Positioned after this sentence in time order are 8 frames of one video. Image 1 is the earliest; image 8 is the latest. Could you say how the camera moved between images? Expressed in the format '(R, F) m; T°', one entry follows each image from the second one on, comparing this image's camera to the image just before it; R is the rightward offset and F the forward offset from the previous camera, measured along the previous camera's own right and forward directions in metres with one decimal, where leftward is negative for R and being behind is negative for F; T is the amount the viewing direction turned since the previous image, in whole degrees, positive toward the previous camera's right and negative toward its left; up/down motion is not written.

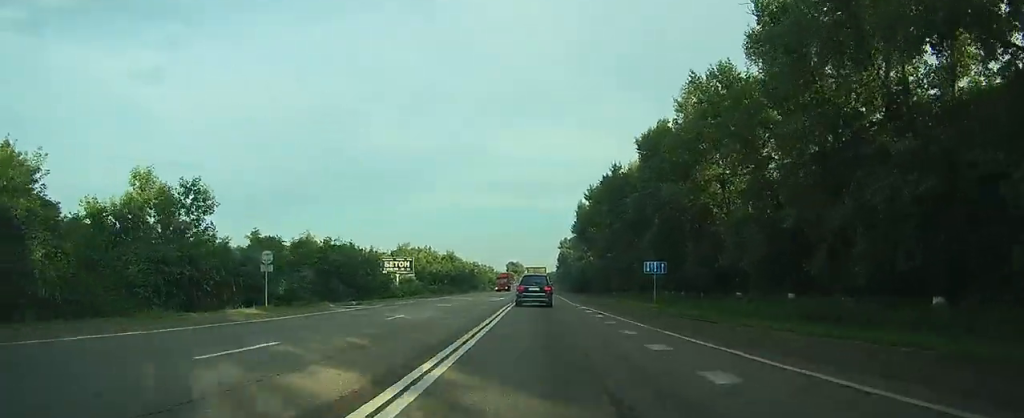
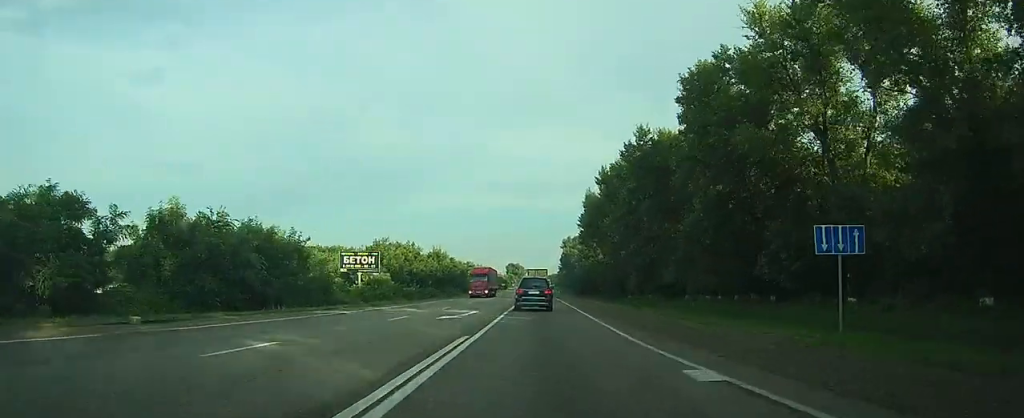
(0.0, +24.8) m; 0°
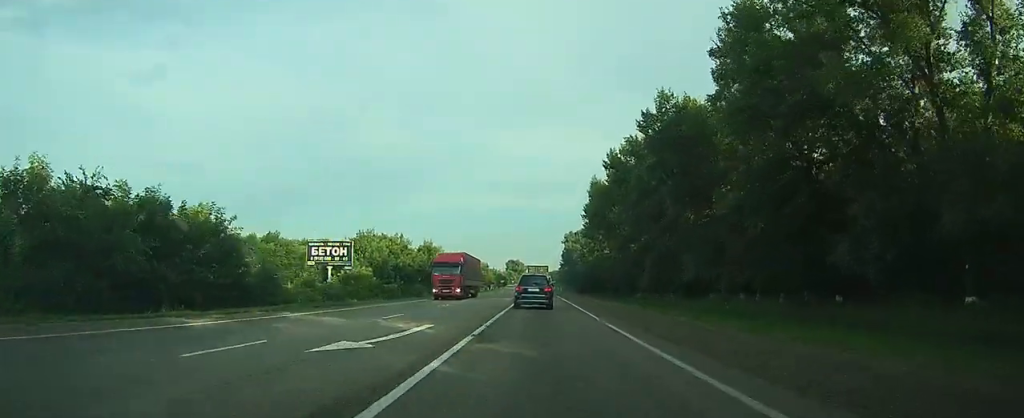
(0.0, +12.9) m; 0°
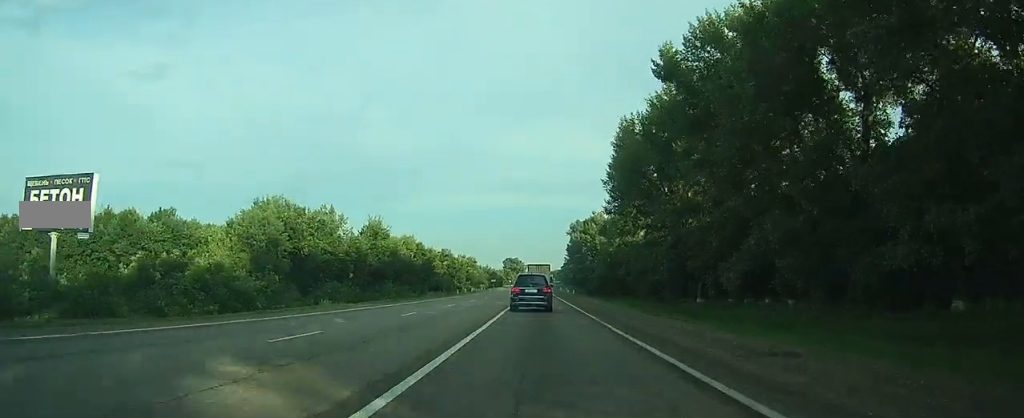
(0.0, +45.4) m; 0°
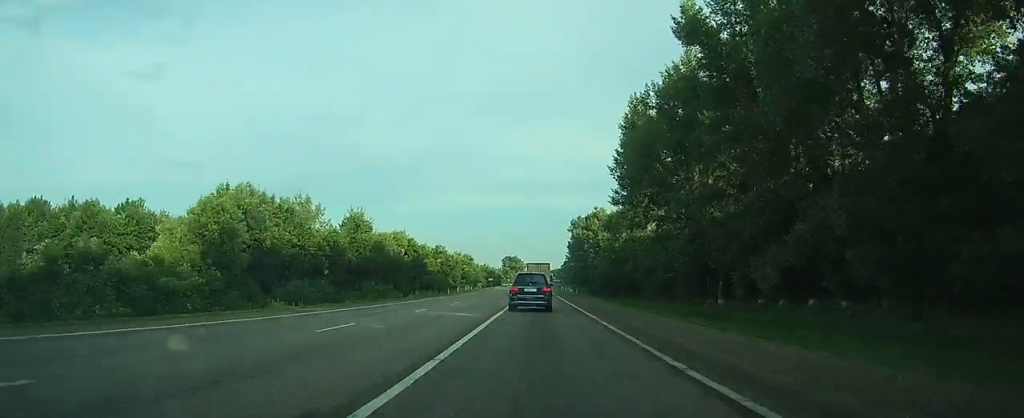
(0.0, +9.3) m; 0°
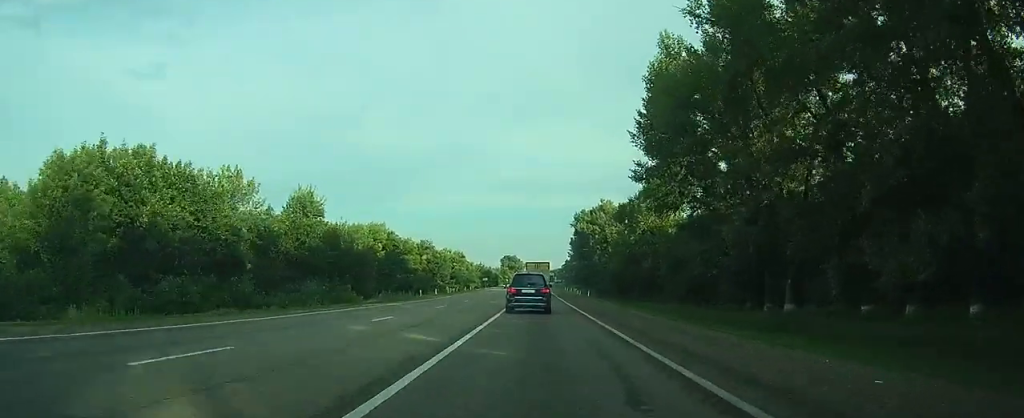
(0.0, +19.2) m; 0°
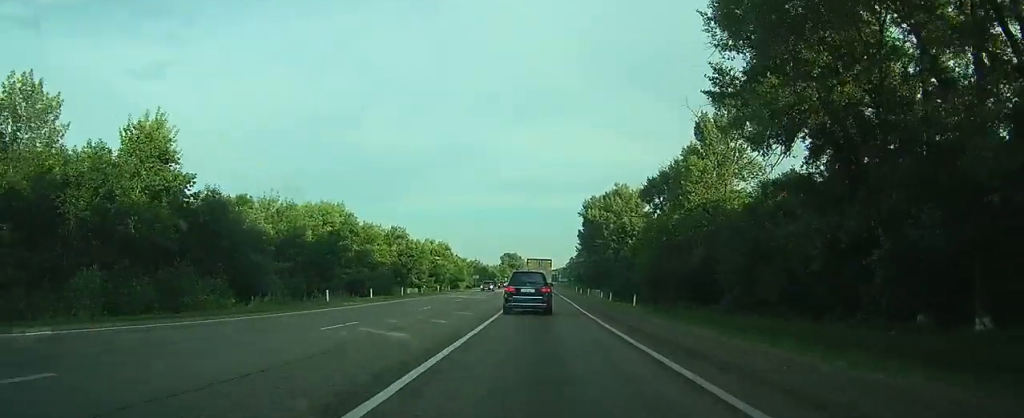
(0.0, +28.9) m; 0°
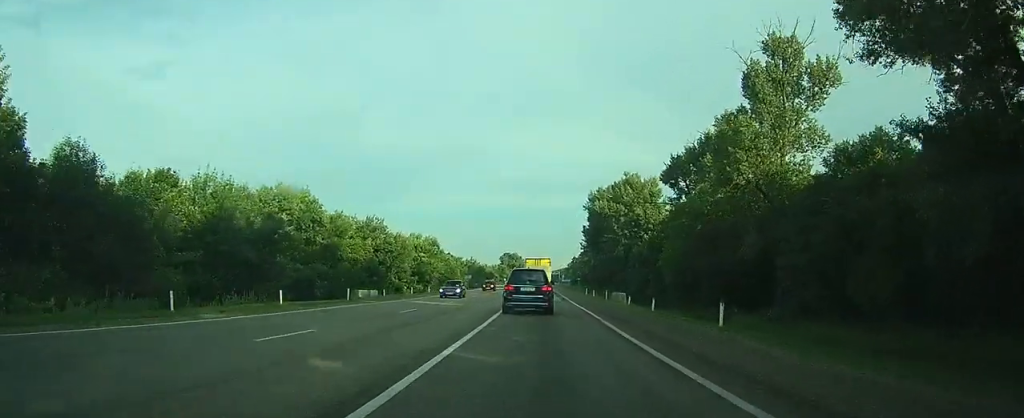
(0.0, +16.1) m; 0°
